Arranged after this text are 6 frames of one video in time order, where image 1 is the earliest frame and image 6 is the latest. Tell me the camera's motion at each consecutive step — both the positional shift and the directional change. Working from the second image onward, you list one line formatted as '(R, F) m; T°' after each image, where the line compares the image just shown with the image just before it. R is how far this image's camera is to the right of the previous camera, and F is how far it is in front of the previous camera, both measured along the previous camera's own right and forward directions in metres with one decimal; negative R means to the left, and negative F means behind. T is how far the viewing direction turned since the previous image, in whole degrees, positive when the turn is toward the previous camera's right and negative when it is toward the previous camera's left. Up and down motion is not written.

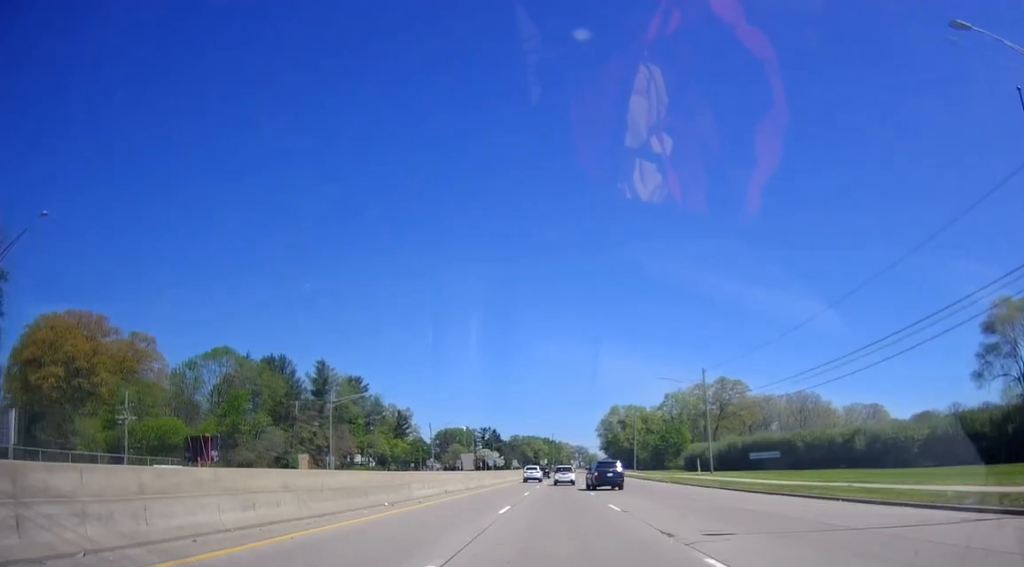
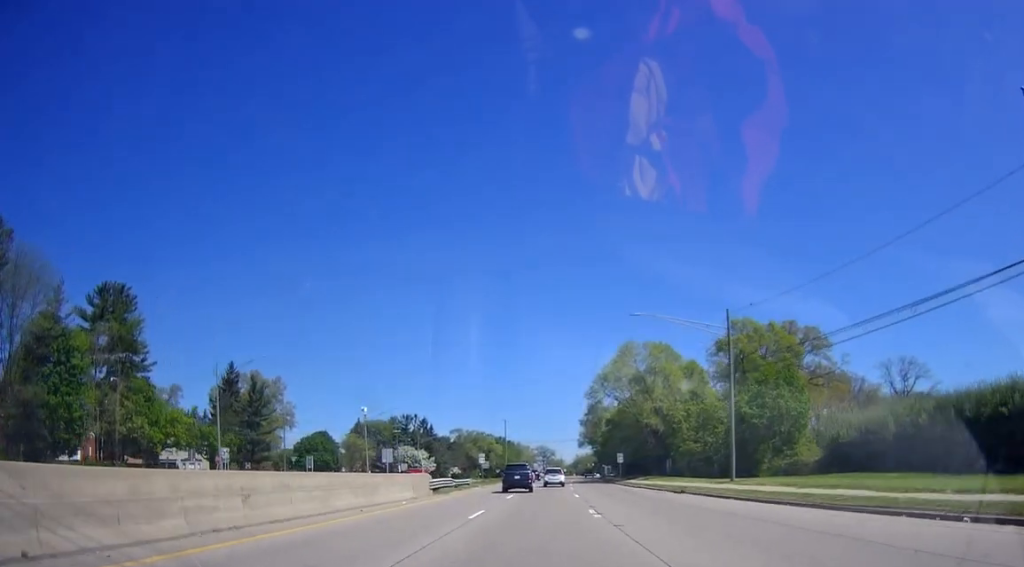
(+3.5, +77.6) m; +4°
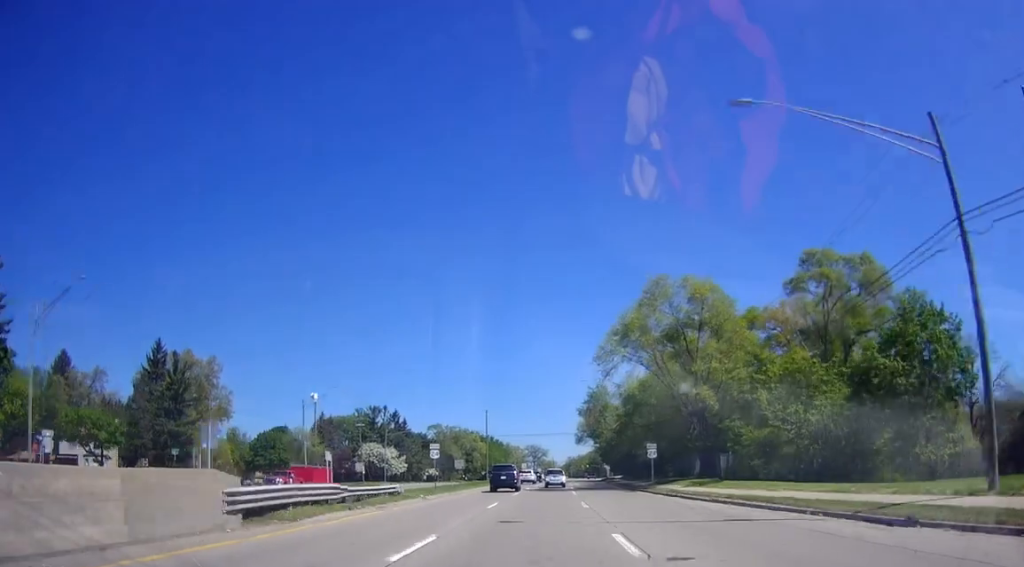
(+0.2, +24.4) m; +1°
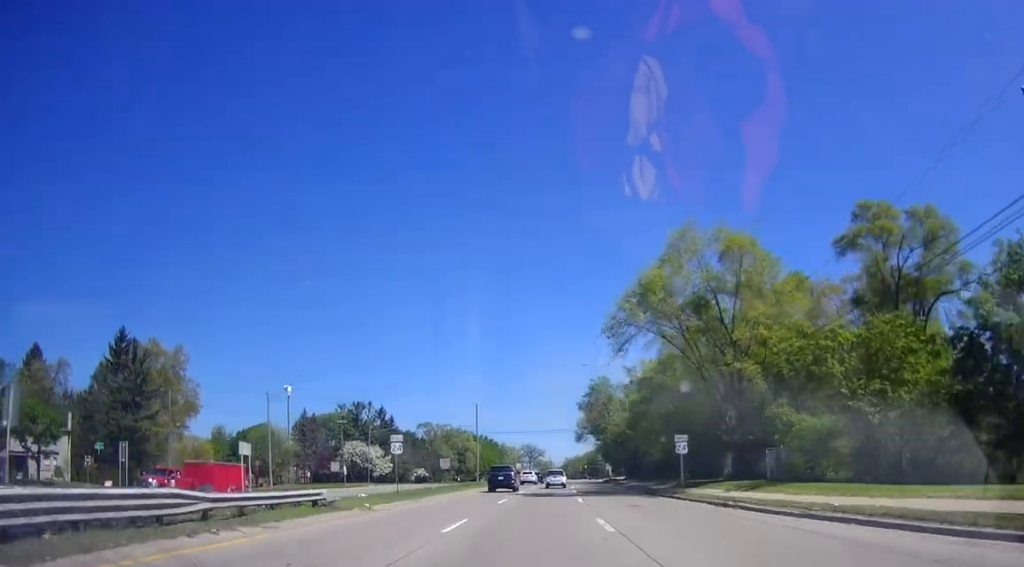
(0.0, +10.1) m; 0°
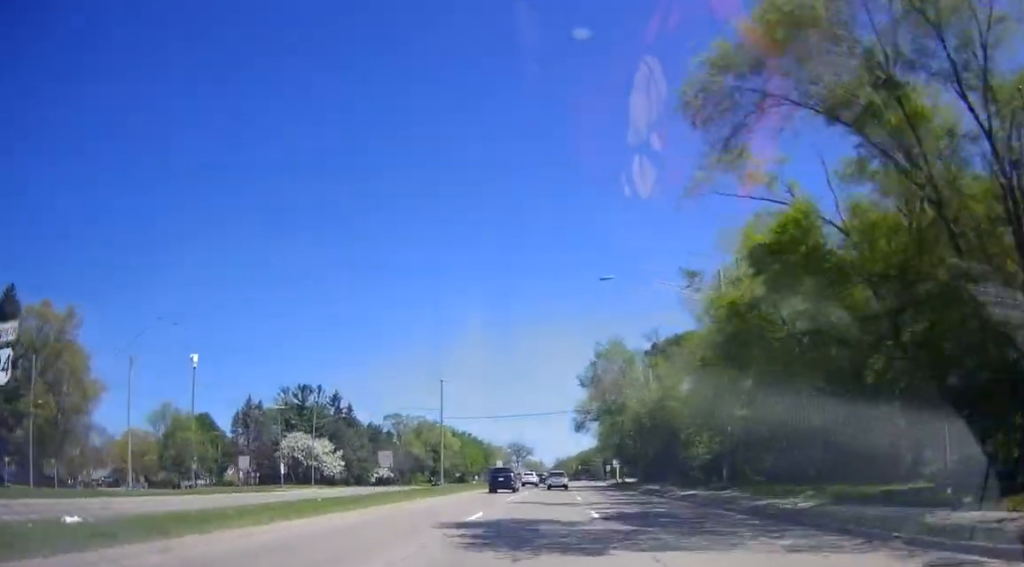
(+0.2, +24.7) m; +1°
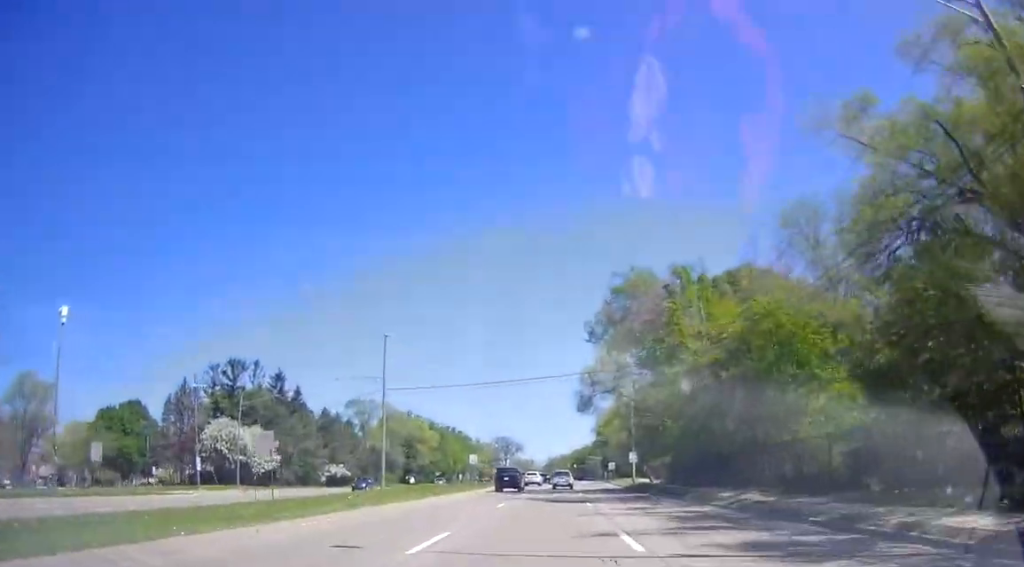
(+0.2, +22.8) m; 0°
